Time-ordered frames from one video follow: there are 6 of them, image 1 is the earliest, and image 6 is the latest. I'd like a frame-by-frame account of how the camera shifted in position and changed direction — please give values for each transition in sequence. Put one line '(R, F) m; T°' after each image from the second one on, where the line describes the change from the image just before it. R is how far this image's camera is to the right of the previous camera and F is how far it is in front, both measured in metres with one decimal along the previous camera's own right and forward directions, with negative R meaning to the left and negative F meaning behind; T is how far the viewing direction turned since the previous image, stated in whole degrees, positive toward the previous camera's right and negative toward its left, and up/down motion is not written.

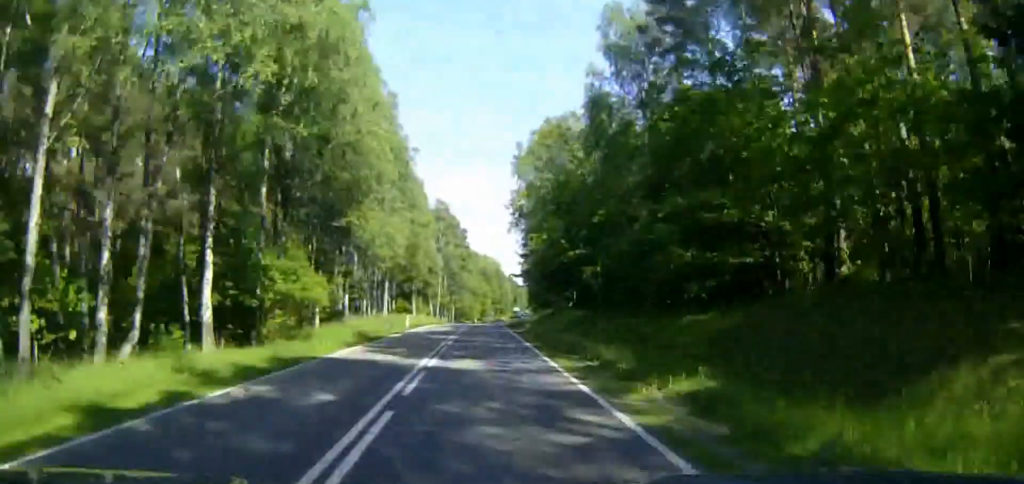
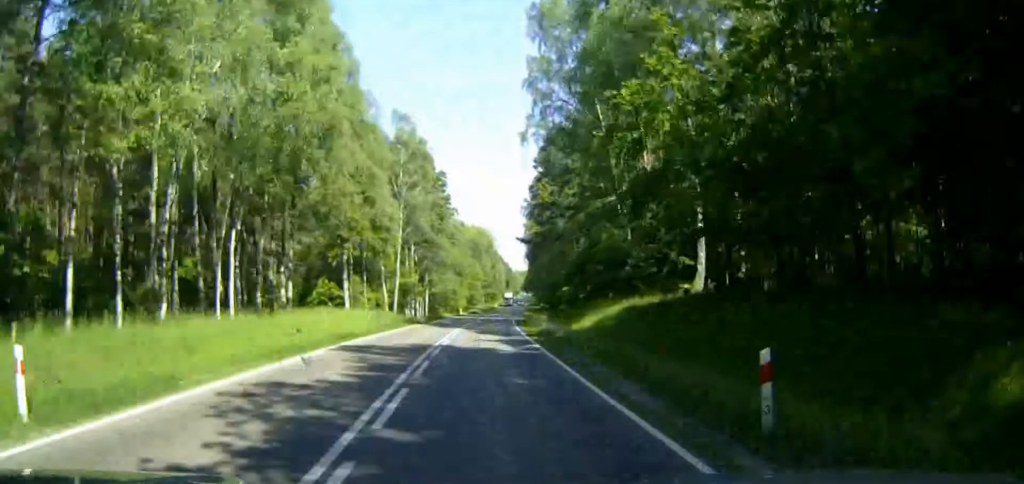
(+1.0, +48.3) m; +3°
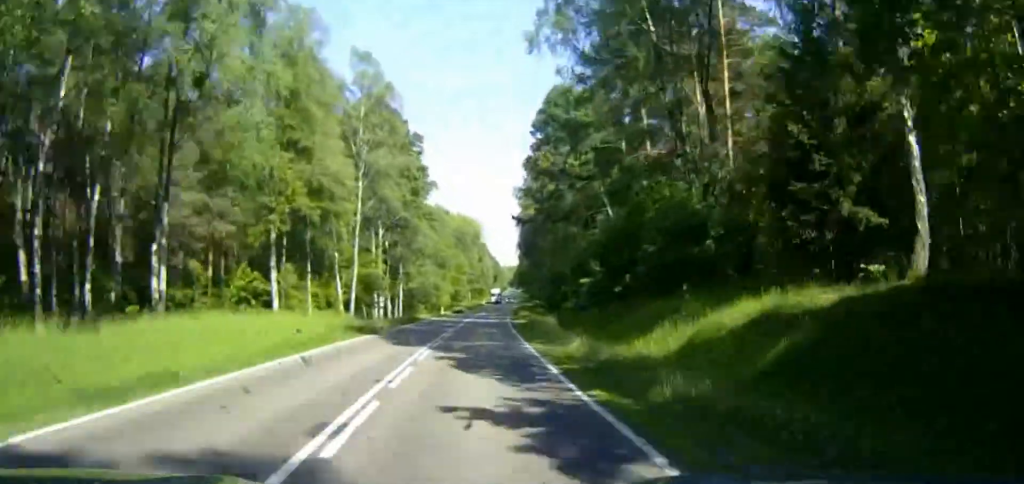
(+0.2, +18.3) m; +1°
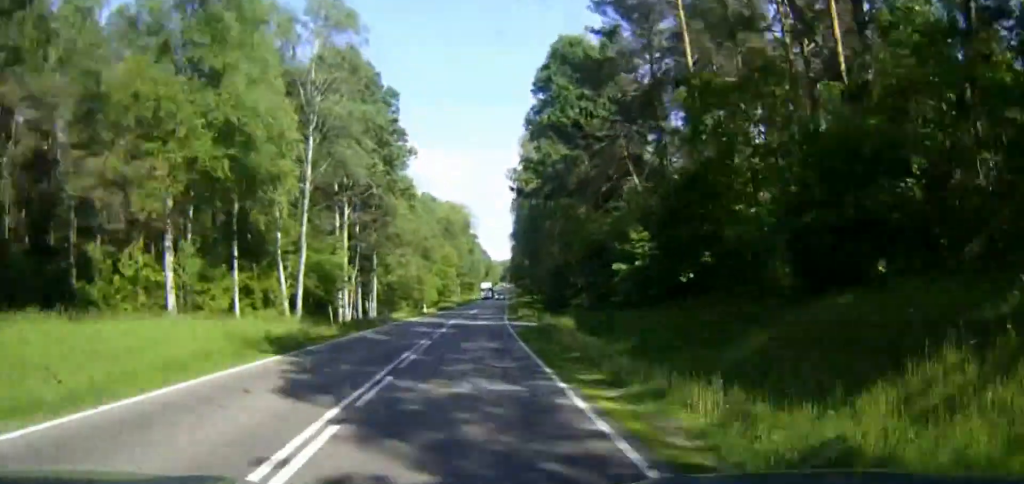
(+0.1, +13.9) m; +1°
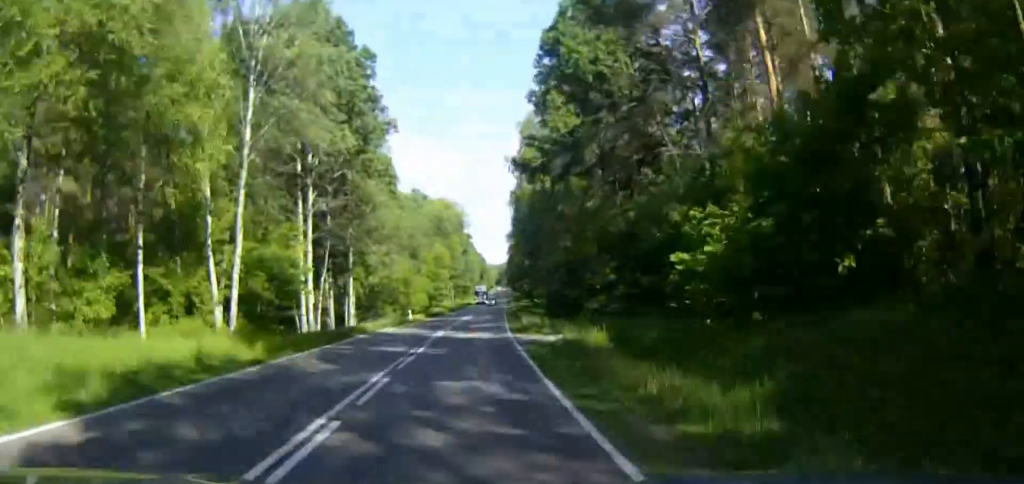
(0.0, +10.9) m; 0°
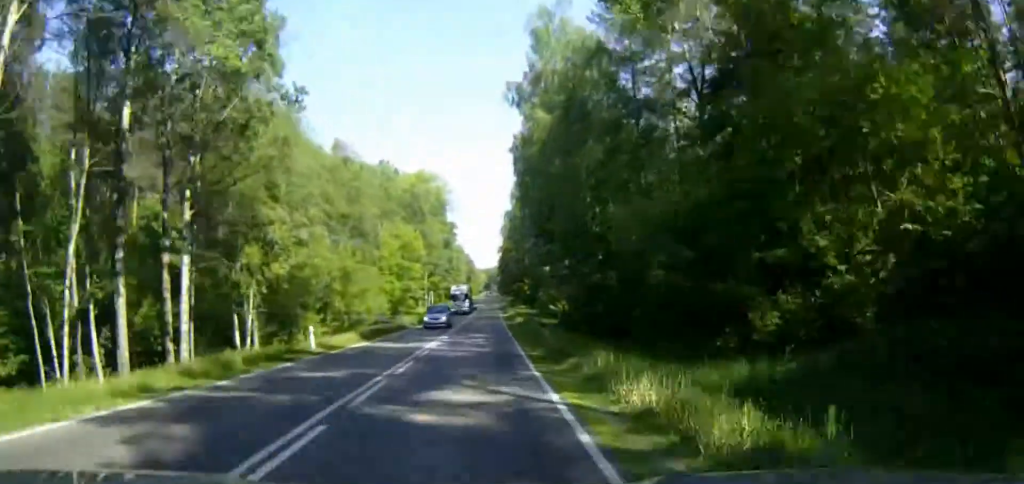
(+0.2, +33.9) m; +1°
